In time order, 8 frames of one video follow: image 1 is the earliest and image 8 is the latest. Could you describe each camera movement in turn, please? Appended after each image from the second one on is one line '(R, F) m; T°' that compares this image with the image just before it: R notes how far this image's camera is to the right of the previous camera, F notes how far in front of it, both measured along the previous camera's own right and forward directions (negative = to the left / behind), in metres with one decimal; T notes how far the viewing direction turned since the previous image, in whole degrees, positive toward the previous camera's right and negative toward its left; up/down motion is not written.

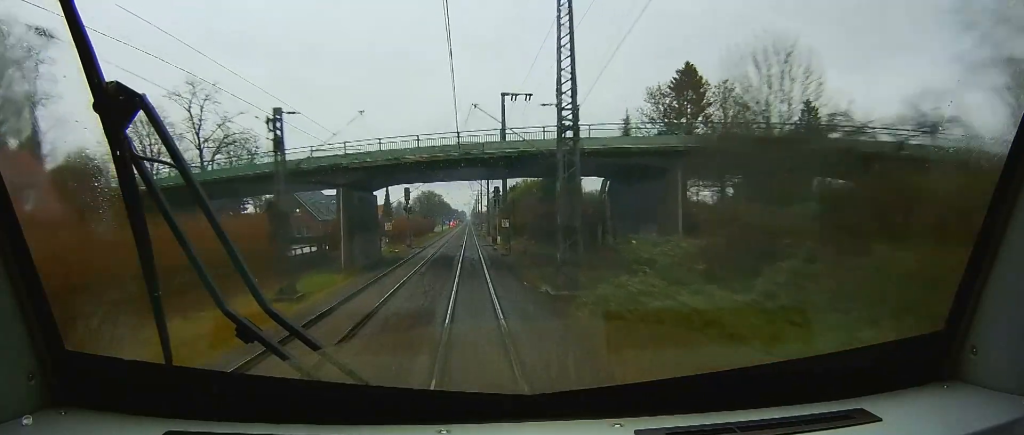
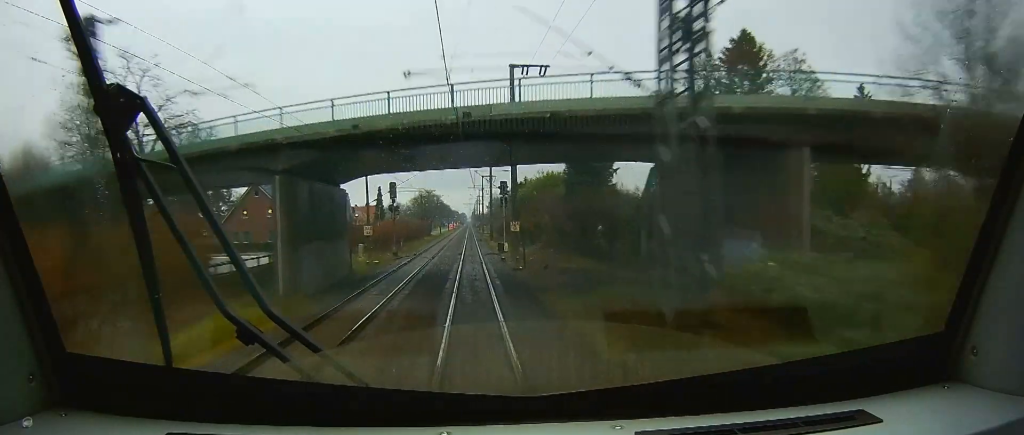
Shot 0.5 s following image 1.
(0.0, +14.9) m; 0°
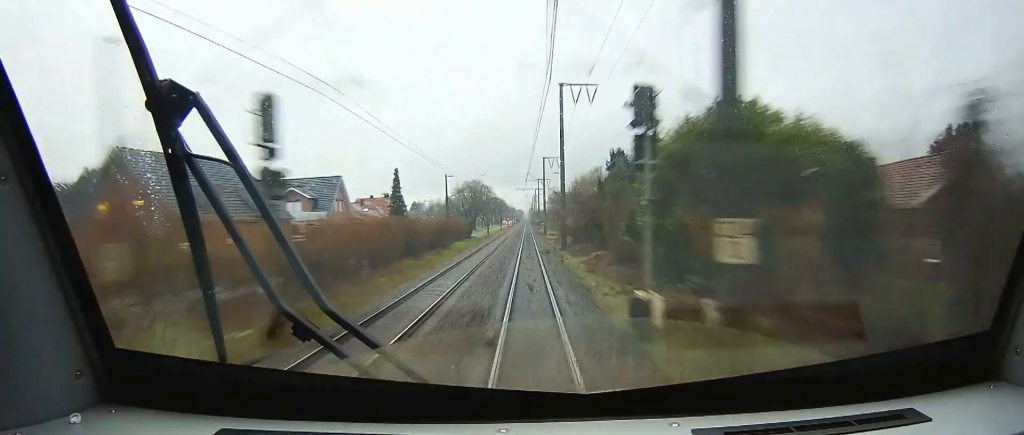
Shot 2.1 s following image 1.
(-0.1, +44.4) m; 0°
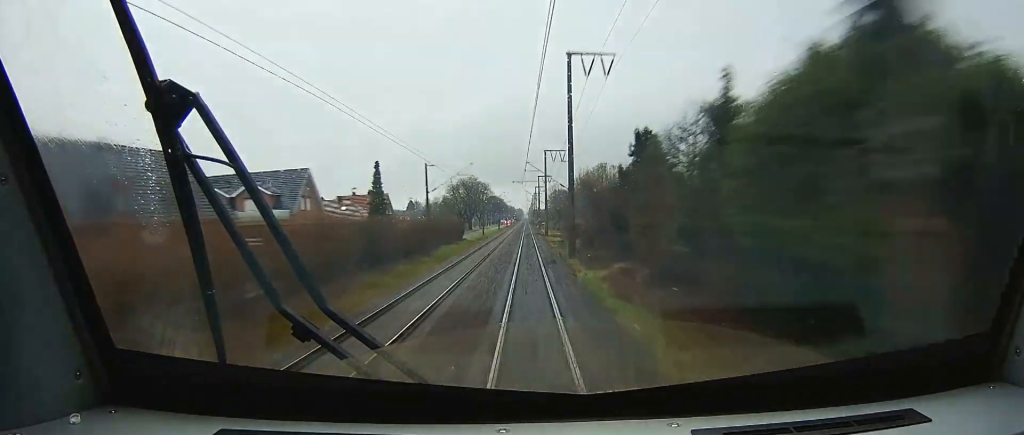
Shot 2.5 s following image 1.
(0.0, +12.6) m; 0°
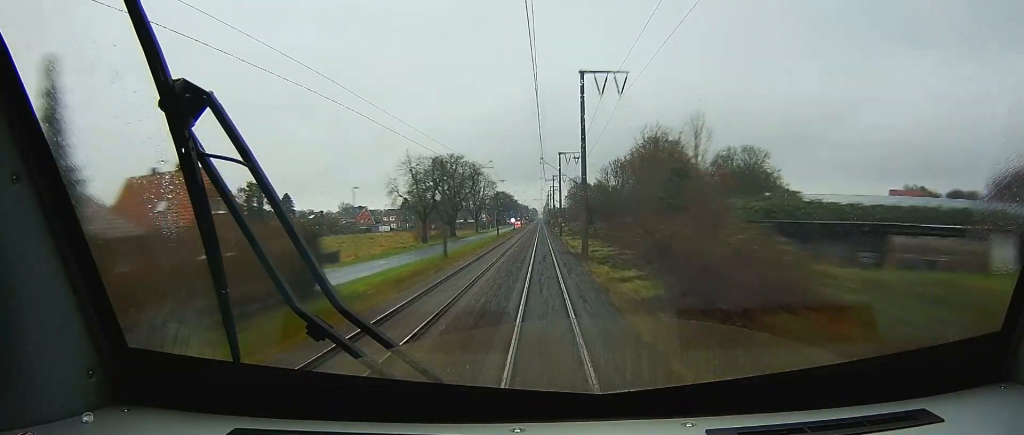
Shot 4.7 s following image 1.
(-0.1, +64.0) m; 0°
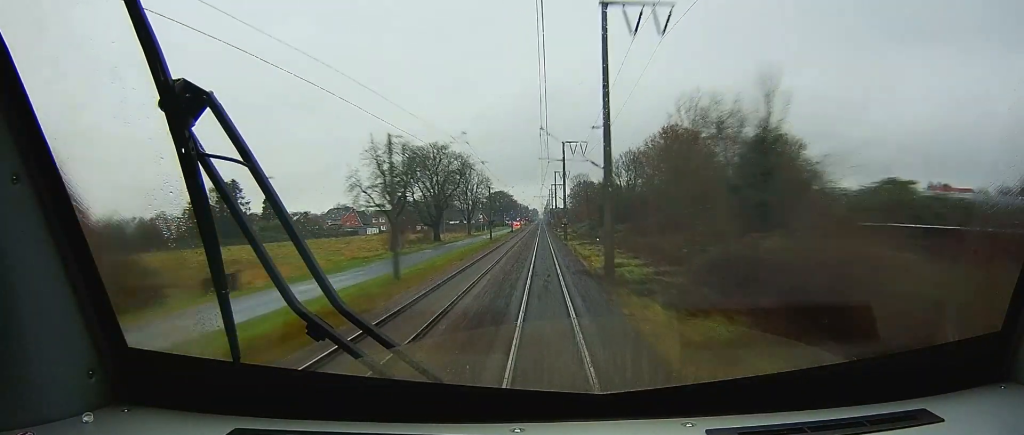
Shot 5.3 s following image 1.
(0.0, +18.4) m; 0°
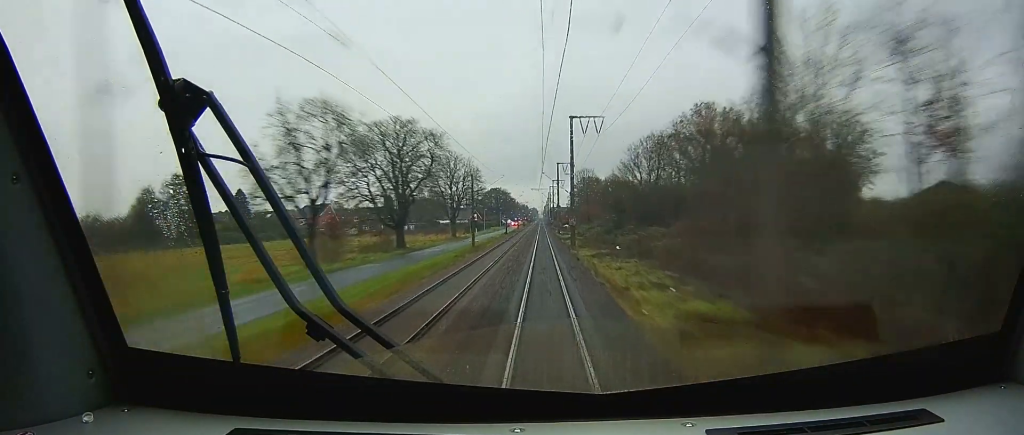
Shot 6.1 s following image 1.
(0.0, +25.0) m; 0°
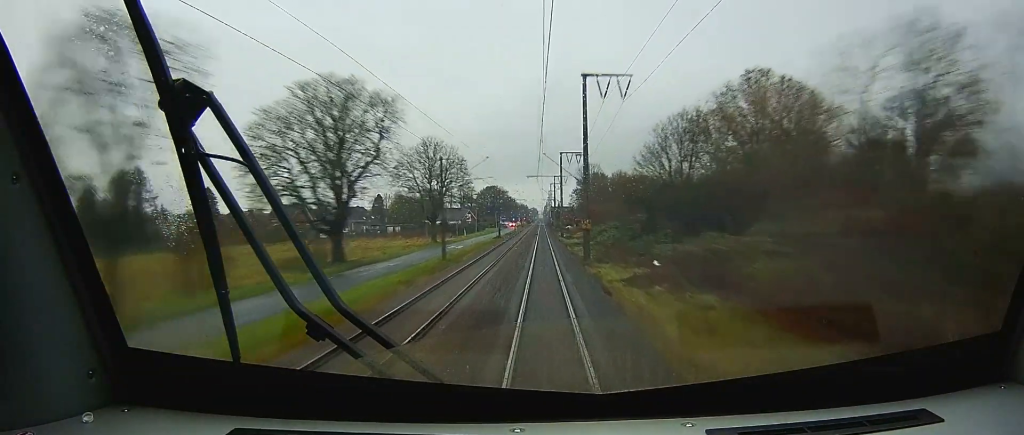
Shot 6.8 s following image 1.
(-0.1, +23.1) m; 0°
